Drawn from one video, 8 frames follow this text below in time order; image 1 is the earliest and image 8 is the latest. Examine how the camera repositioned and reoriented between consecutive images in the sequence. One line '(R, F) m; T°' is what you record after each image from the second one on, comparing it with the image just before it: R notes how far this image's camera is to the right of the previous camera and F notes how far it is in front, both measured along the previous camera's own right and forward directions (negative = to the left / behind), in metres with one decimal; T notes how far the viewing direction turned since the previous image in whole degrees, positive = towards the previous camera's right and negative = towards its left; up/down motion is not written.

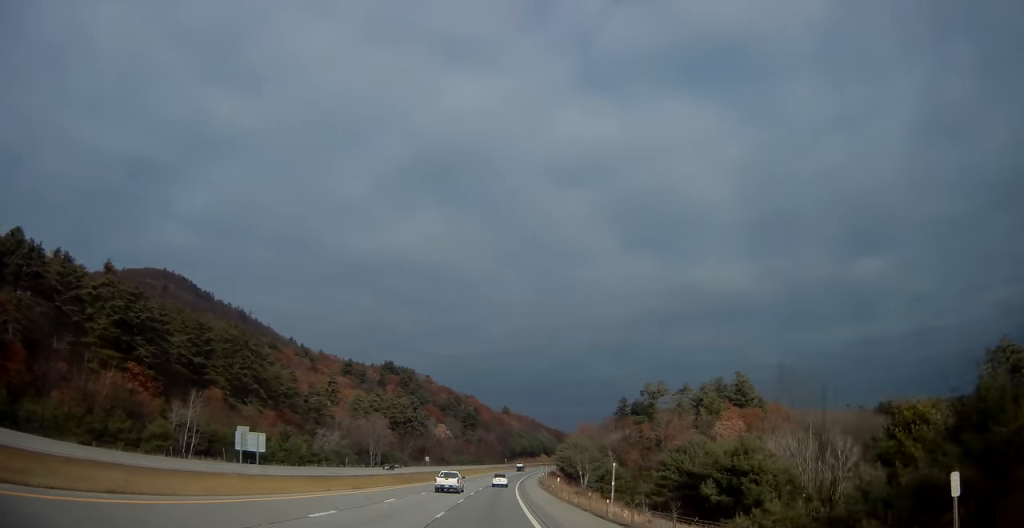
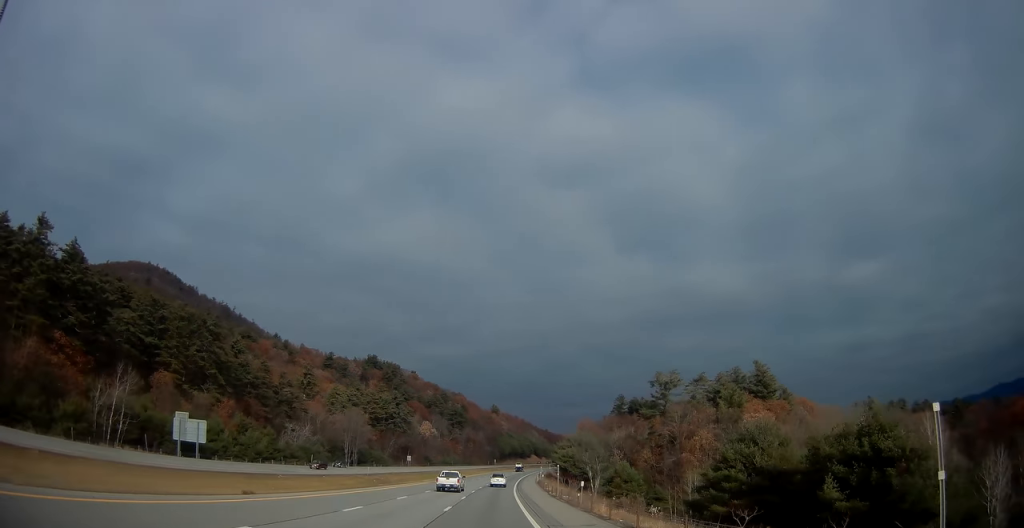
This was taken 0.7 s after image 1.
(+0.2, +20.1) m; +1°
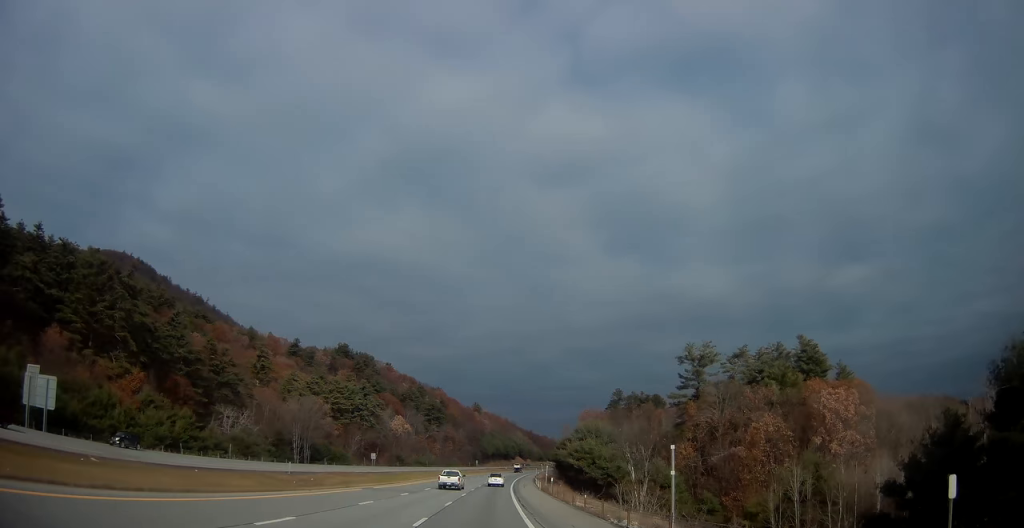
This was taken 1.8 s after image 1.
(+0.6, +33.1) m; +2°
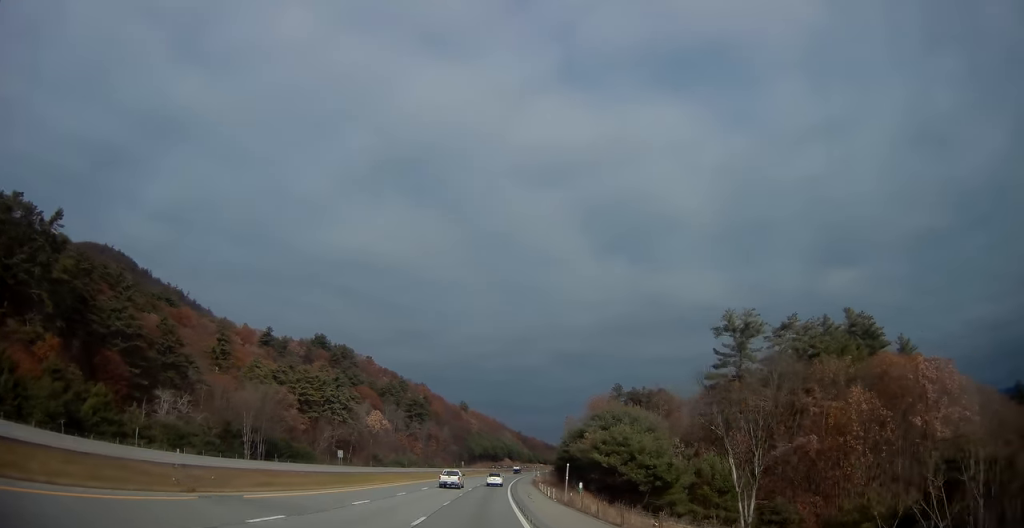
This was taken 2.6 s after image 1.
(+0.2, +24.0) m; +1°
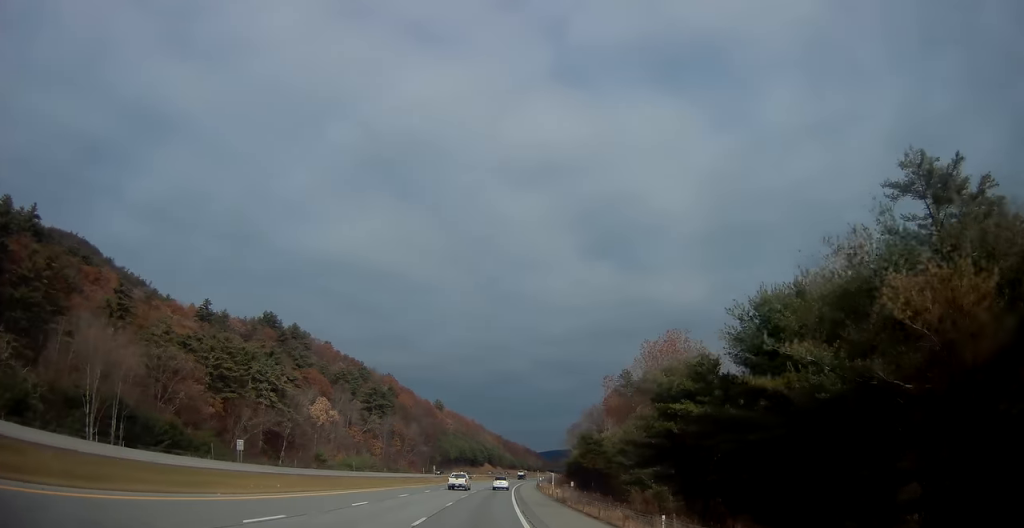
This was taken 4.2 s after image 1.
(+1.0, +48.7) m; +2°
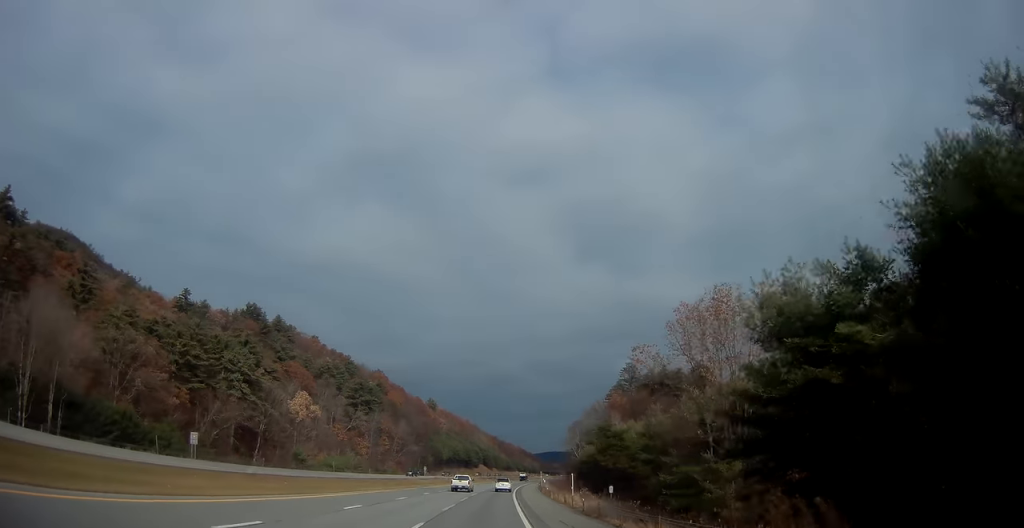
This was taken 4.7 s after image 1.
(0.0, +13.9) m; 0°
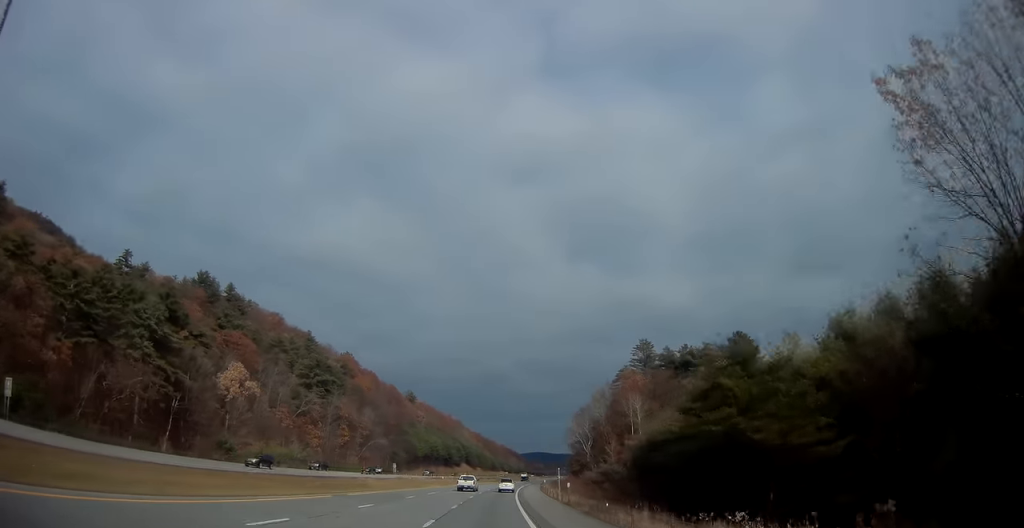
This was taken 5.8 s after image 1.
(+0.2, +34.8) m; +1°
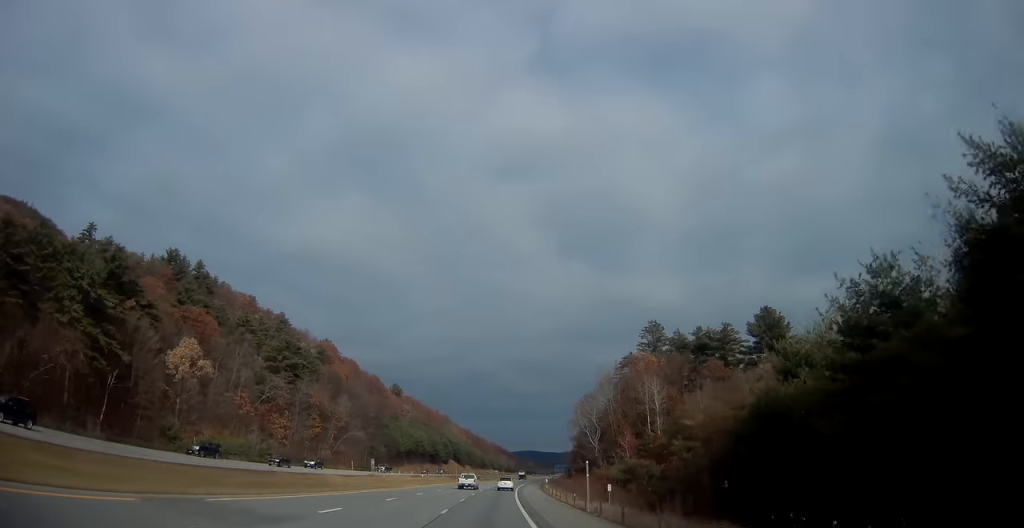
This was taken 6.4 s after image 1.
(+0.1, +17.9) m; +1°
